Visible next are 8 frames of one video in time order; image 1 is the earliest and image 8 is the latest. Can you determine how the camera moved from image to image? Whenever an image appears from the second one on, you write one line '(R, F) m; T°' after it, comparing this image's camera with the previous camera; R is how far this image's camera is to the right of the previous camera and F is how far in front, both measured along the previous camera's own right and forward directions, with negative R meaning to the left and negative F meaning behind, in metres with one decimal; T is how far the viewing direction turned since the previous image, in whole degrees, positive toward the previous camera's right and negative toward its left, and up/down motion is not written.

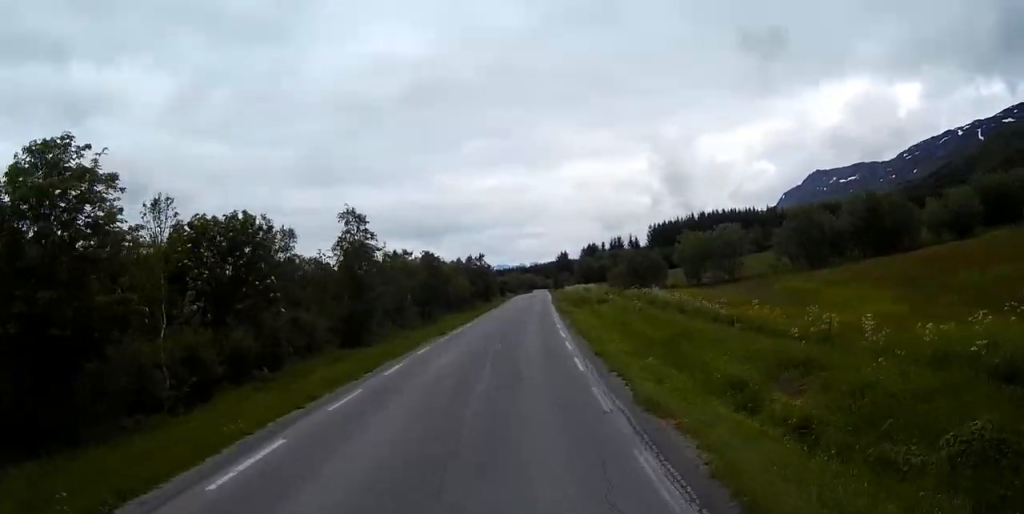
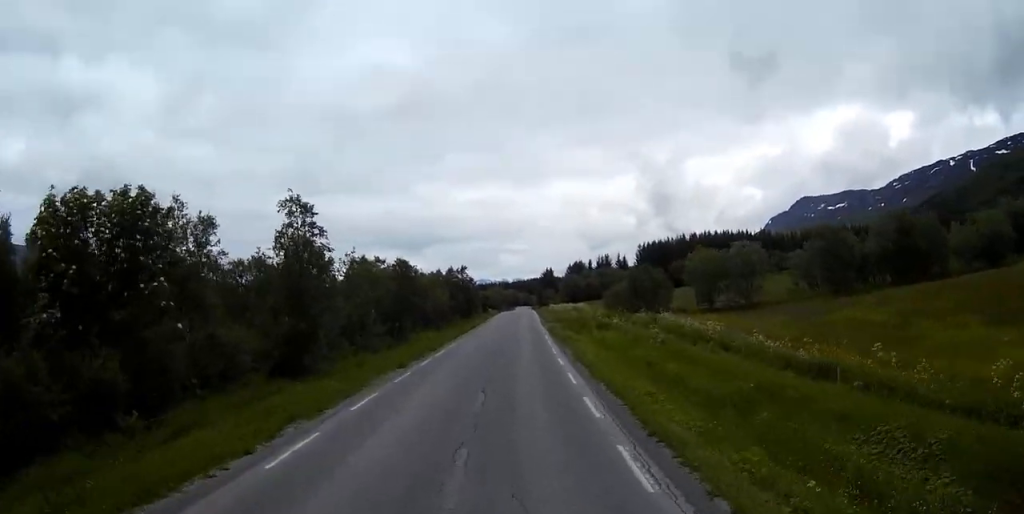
(+0.1, +9.9) m; +1°
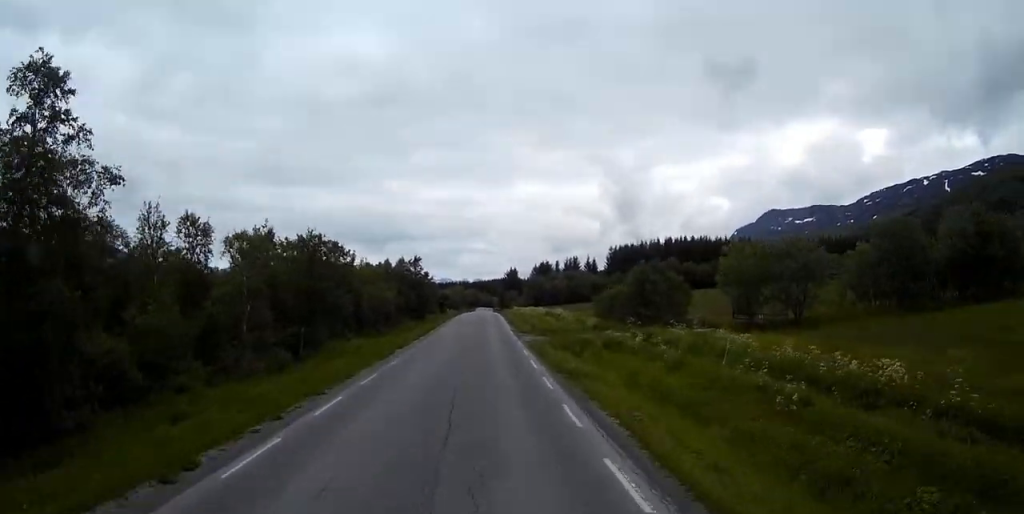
(+0.2, +19.3) m; +2°
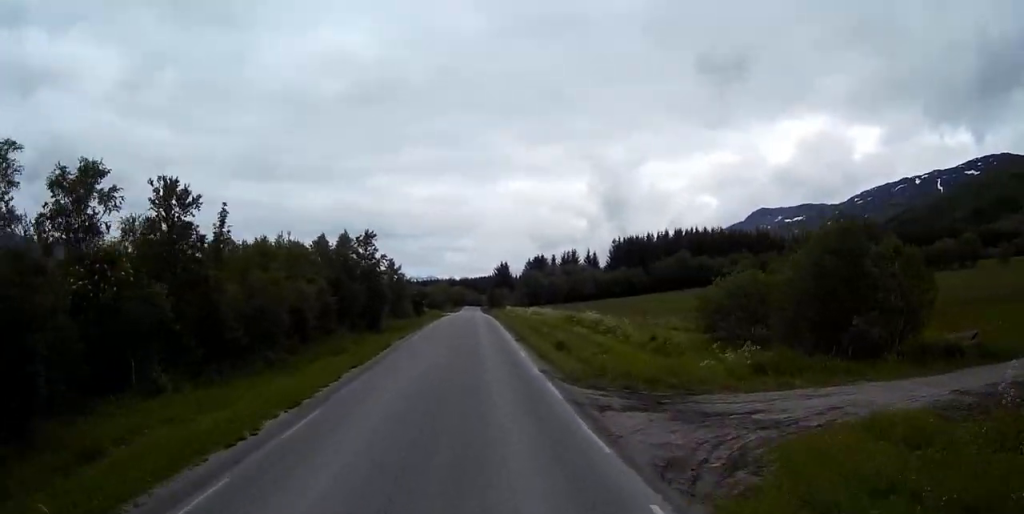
(+0.8, +33.4) m; +2°
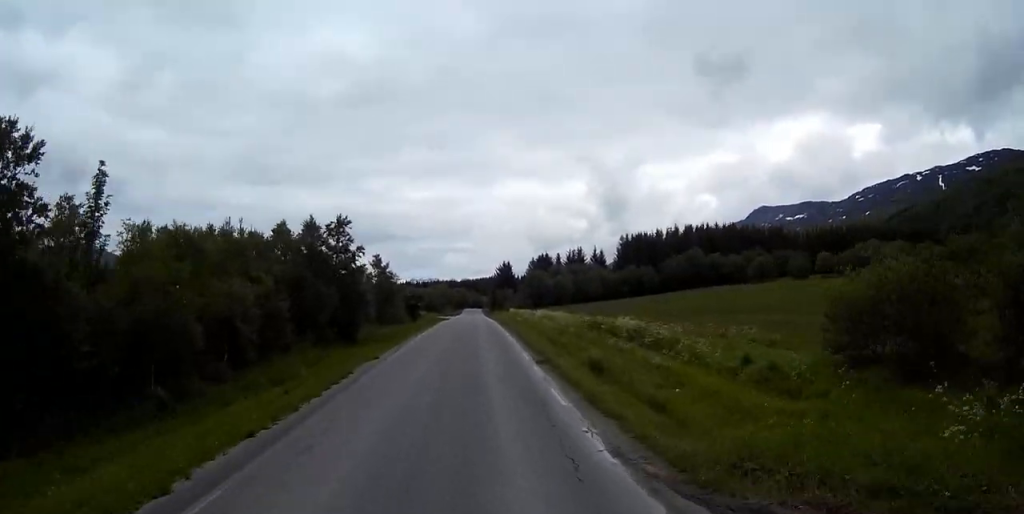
(0.0, +12.4) m; 0°
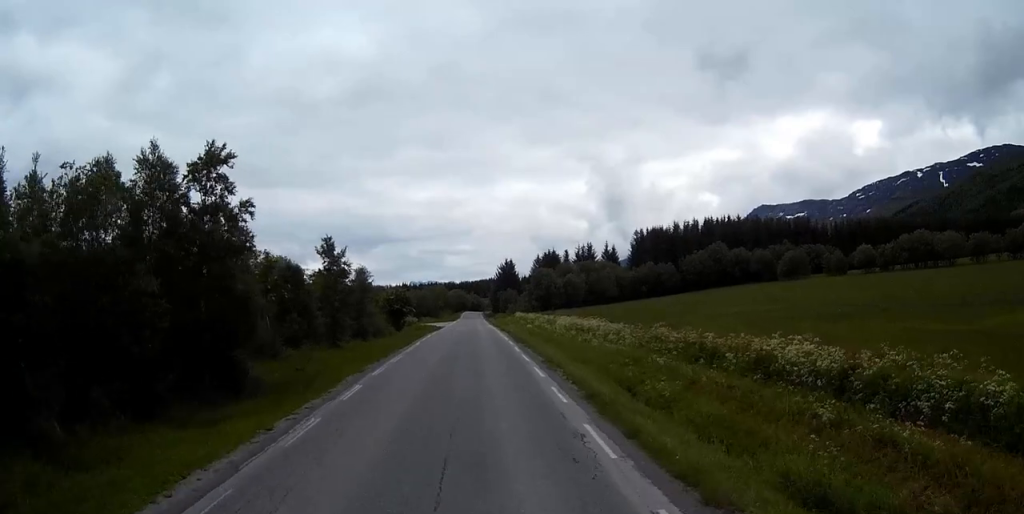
(+0.1, +23.9) m; 0°
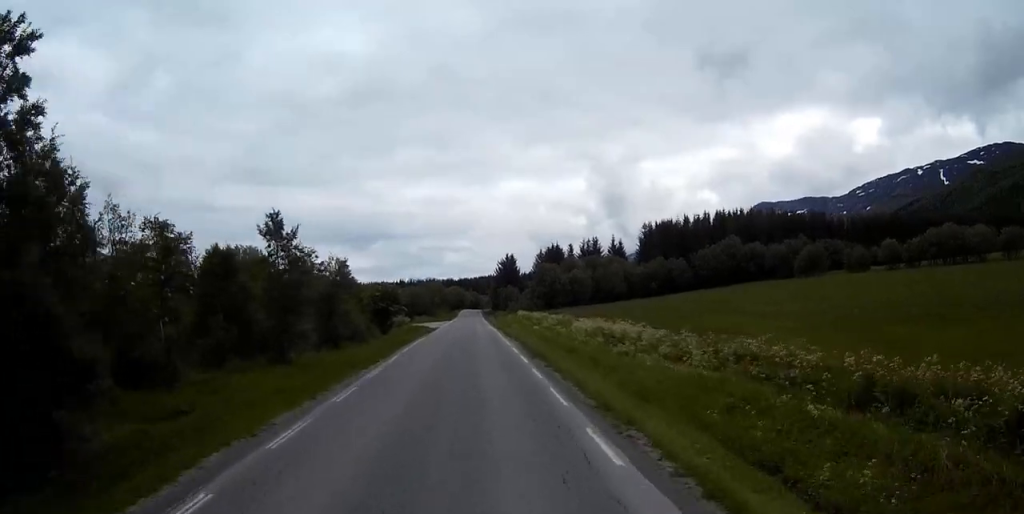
(0.0, +12.3) m; 0°
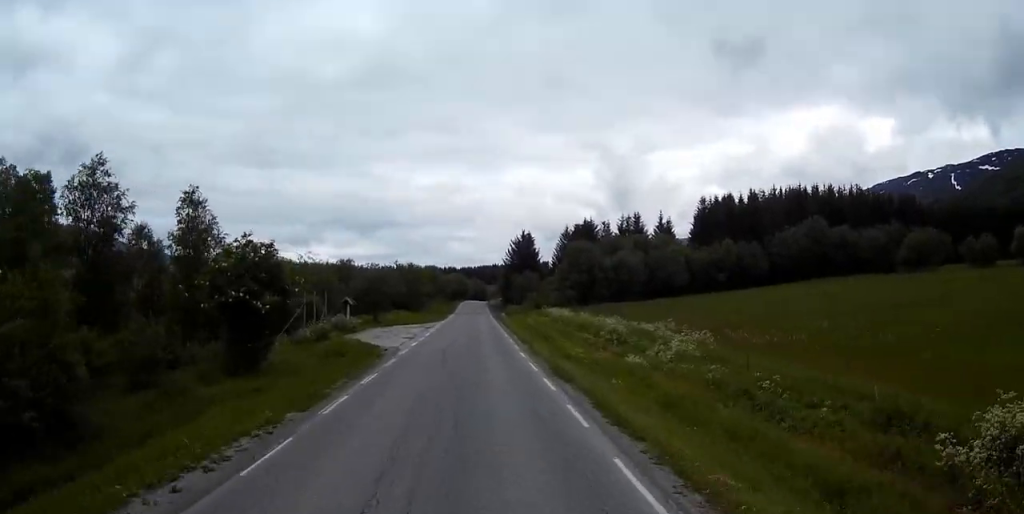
(-0.4, +48.2) m; -1°
